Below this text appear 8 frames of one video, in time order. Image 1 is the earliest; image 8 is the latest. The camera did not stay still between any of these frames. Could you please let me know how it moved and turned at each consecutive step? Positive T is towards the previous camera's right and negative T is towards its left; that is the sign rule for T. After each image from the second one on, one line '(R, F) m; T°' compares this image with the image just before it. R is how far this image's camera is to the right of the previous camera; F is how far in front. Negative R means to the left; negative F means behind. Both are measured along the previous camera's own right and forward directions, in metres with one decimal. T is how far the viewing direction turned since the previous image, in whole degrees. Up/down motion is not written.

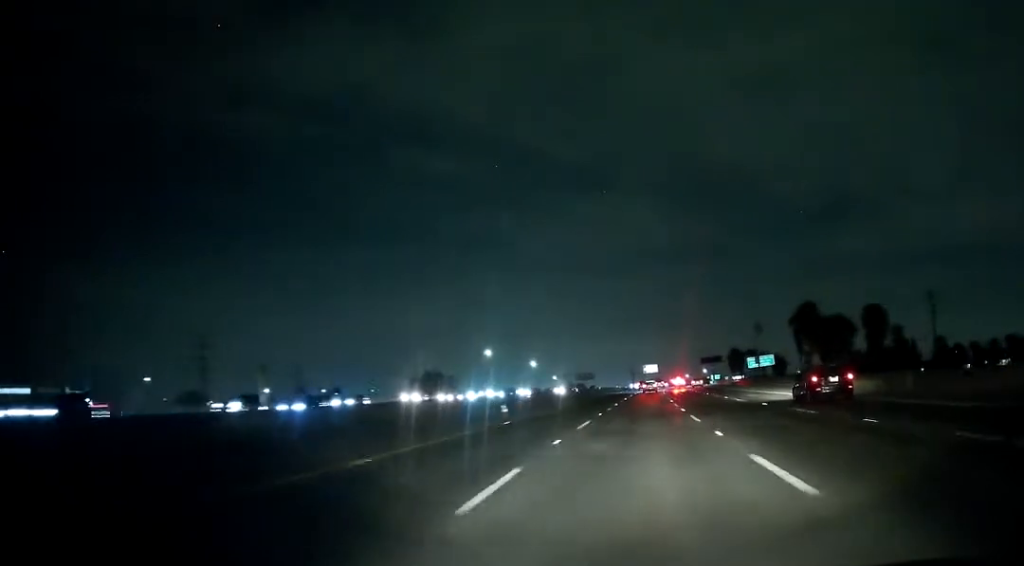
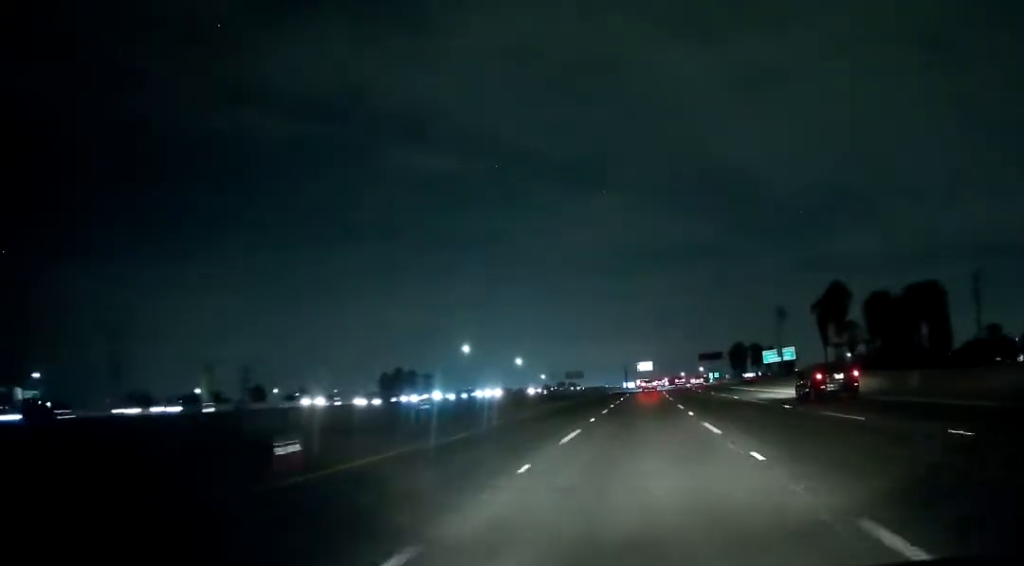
(+0.5, +20.9) m; +1°
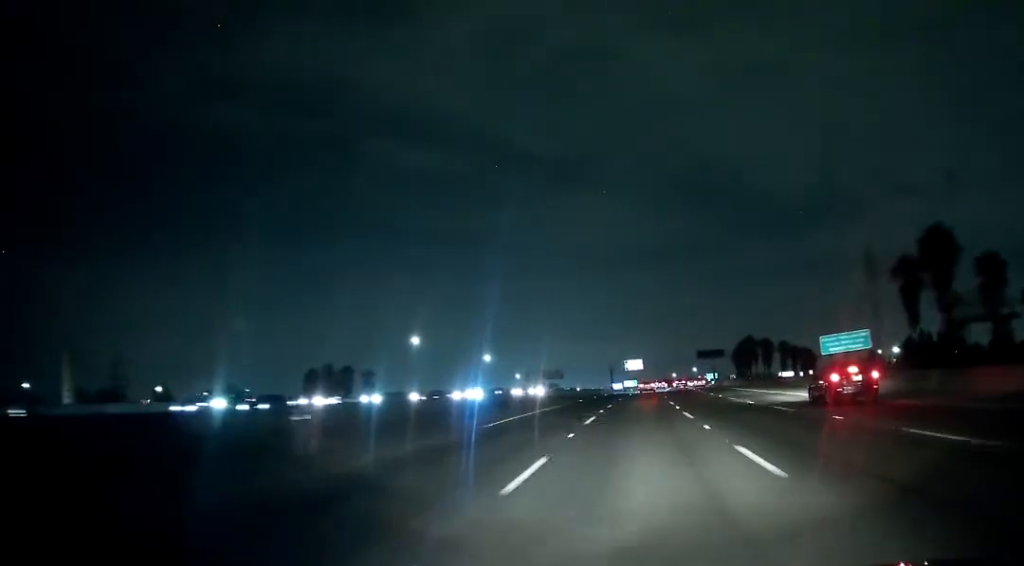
(+0.4, +36.8) m; +1°
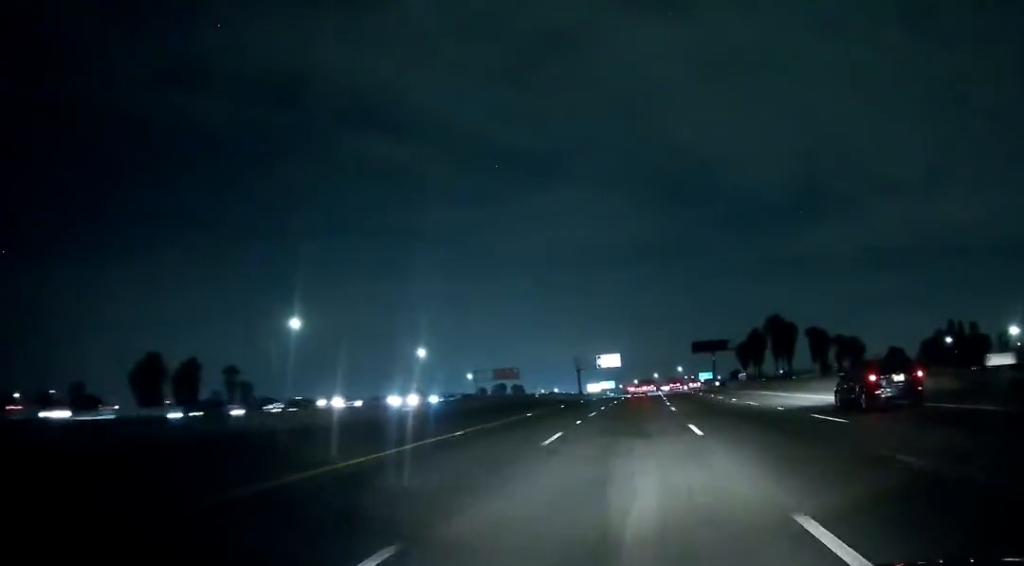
(+0.3, +52.2) m; +1°
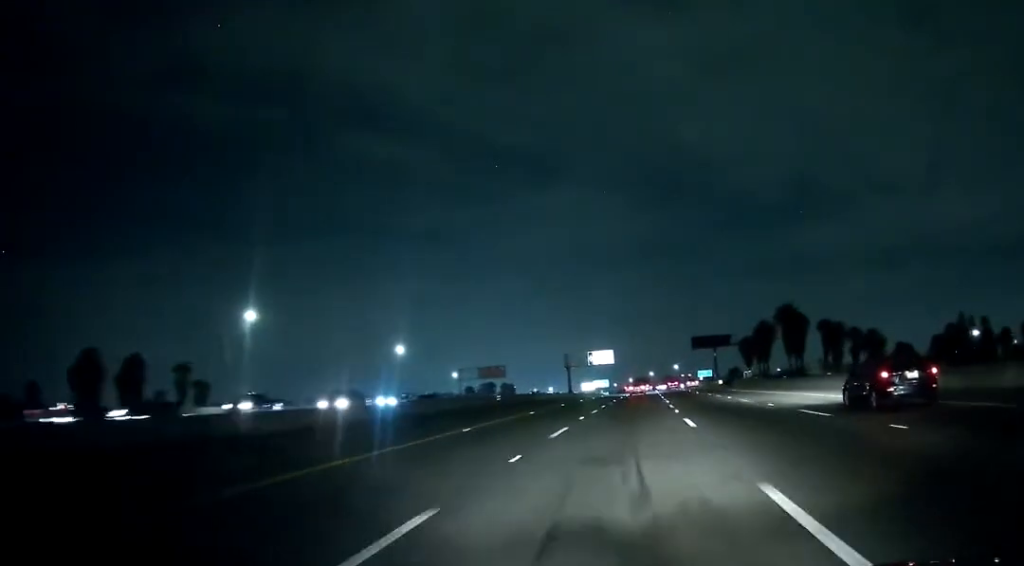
(0.0, +12.7) m; 0°
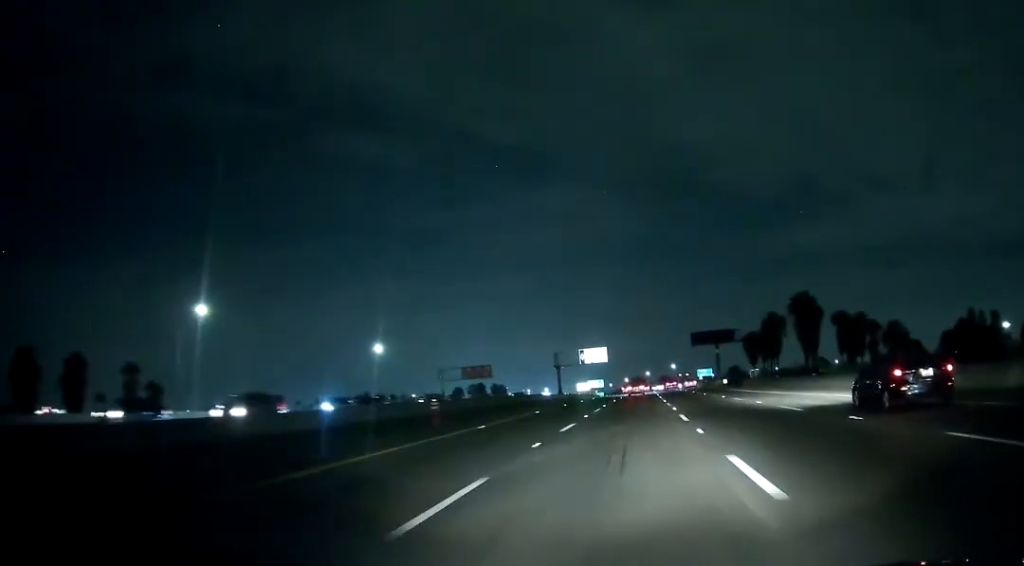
(0.0, +12.5) m; +1°
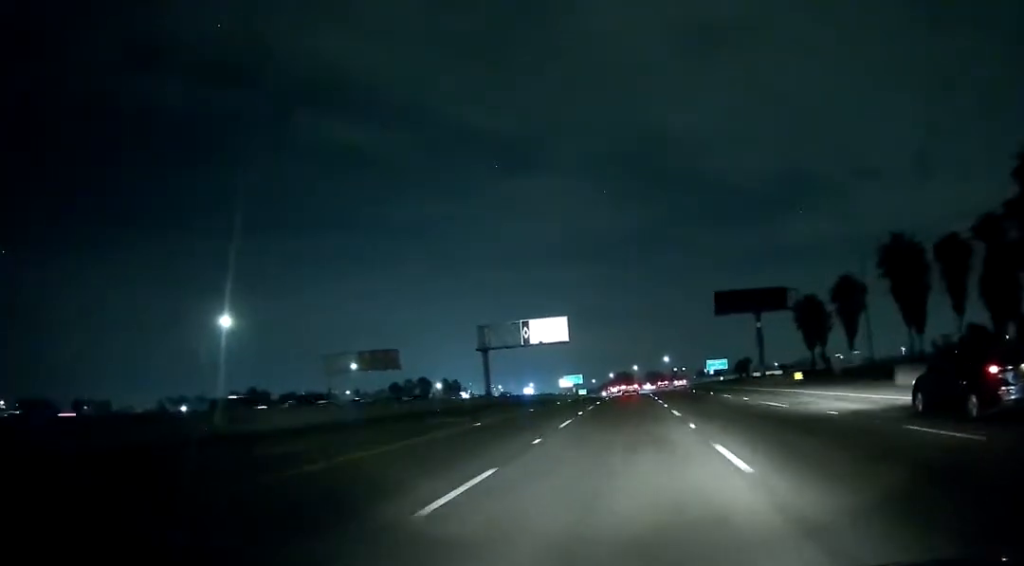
(+1.2, +57.4) m; +2°
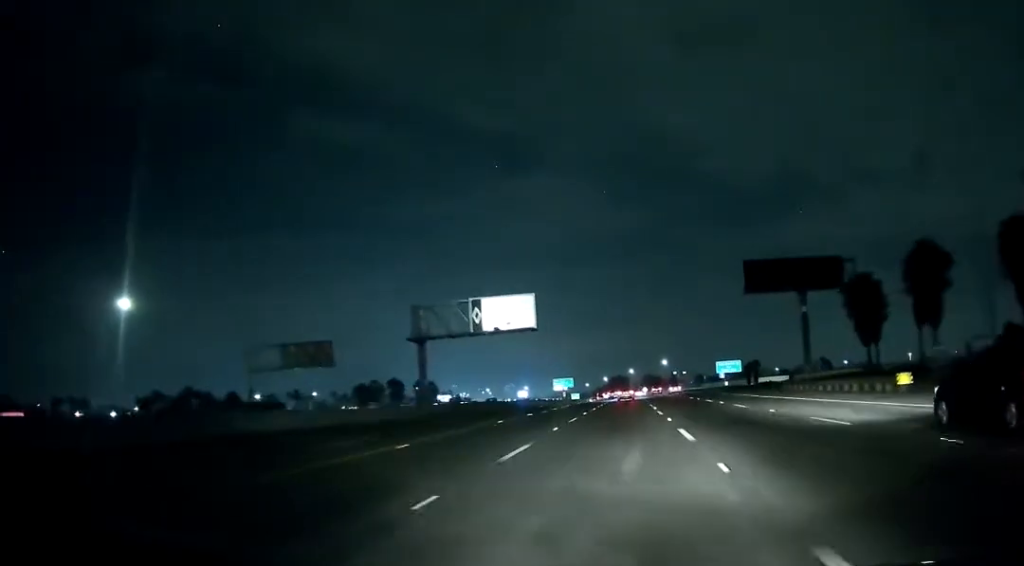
(0.0, +23.7) m; 0°
